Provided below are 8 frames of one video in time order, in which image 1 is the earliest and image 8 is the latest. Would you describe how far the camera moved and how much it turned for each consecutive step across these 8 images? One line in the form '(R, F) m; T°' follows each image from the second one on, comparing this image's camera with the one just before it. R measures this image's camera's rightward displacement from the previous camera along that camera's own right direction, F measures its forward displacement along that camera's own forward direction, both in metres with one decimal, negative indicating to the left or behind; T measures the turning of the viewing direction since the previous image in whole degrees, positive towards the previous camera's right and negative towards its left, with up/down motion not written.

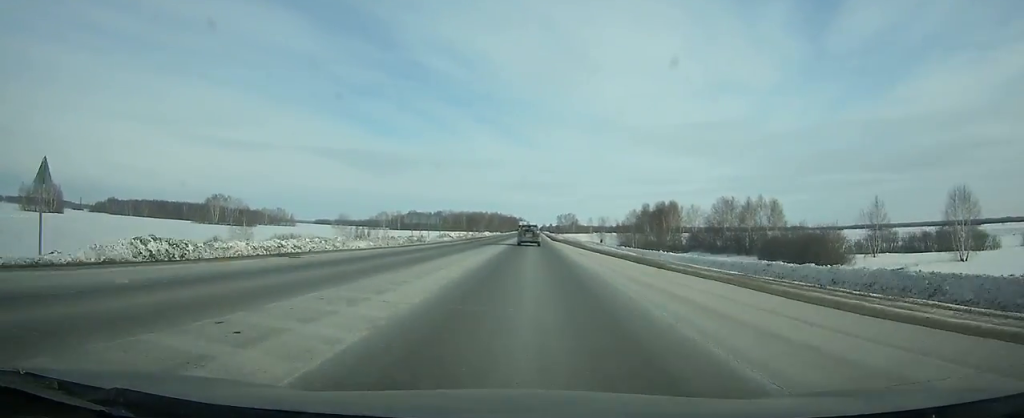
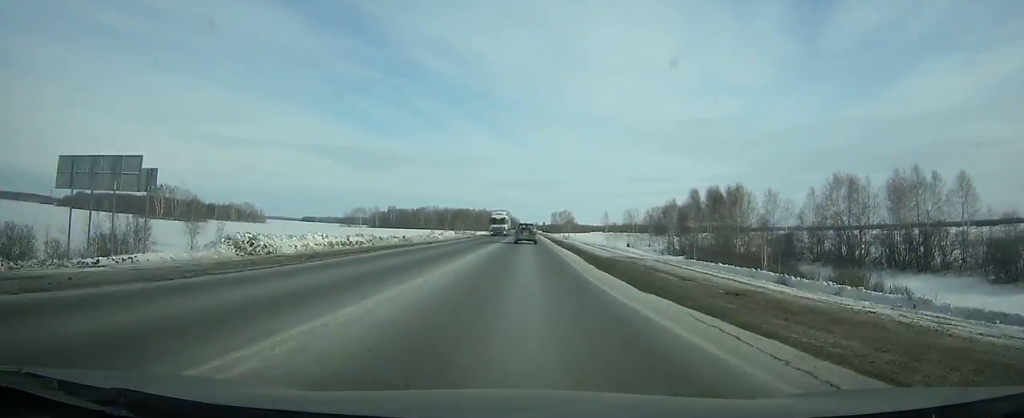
(+0.4, +55.4) m; 0°
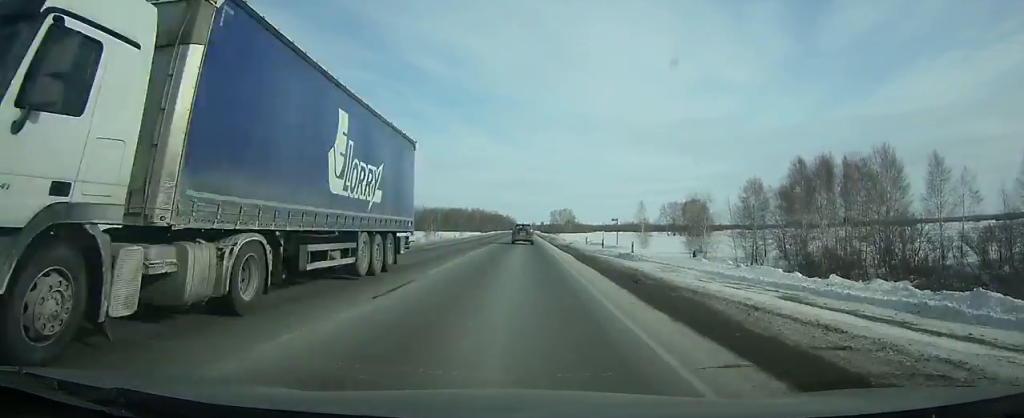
(+0.1, +46.2) m; 0°
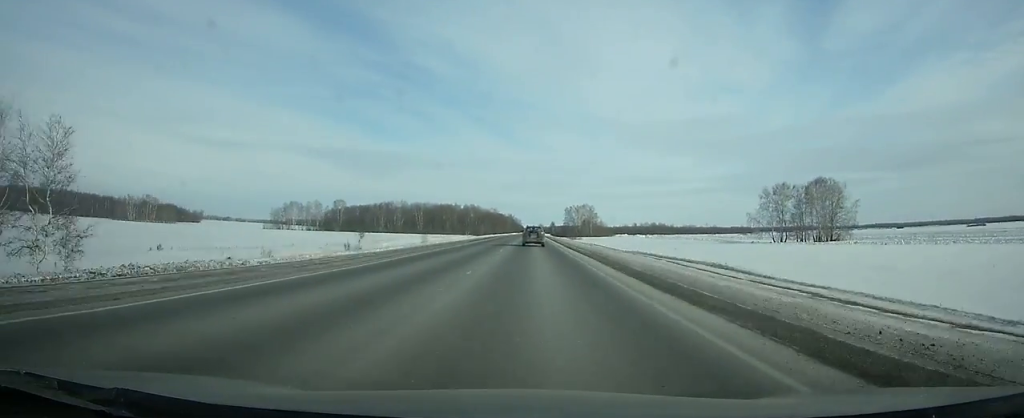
(-0.3, +118.2) m; 0°
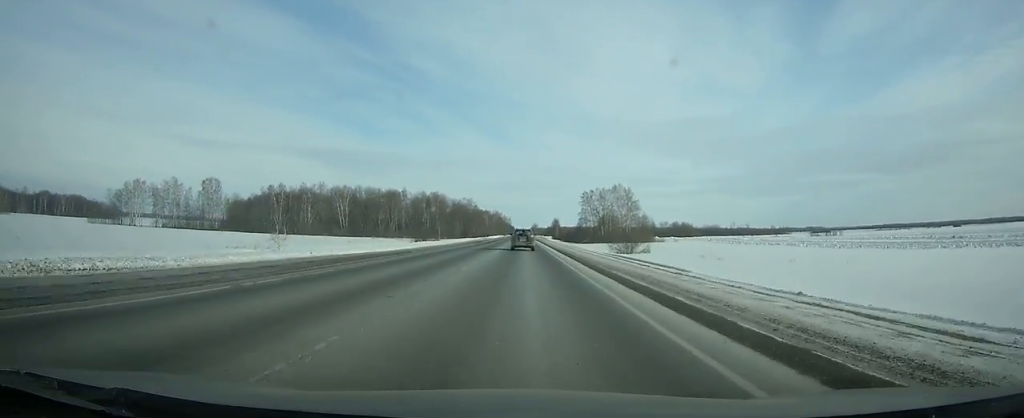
(+1.3, +157.5) m; 0°
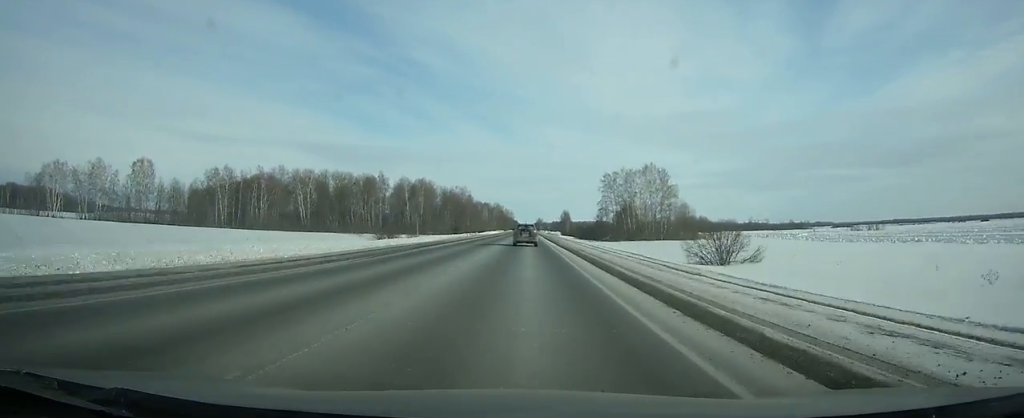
(-0.1, +49.1) m; 0°
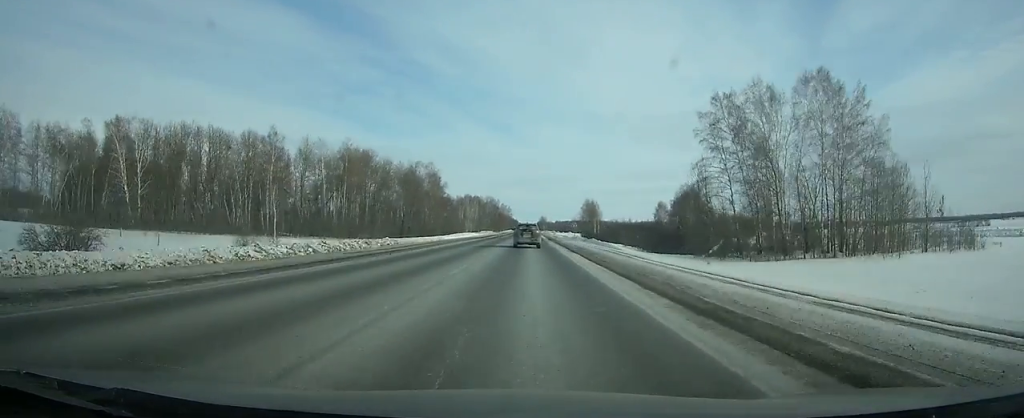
(-0.1, +97.5) m; 0°
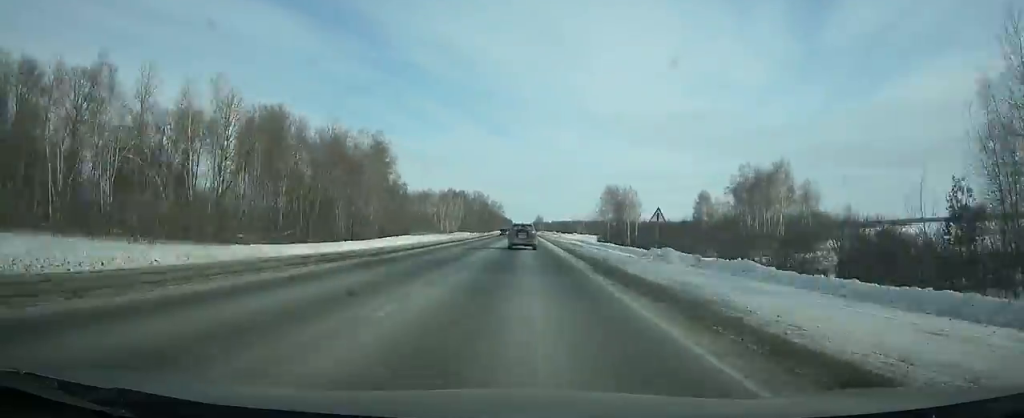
(+0.2, +56.0) m; 0°
